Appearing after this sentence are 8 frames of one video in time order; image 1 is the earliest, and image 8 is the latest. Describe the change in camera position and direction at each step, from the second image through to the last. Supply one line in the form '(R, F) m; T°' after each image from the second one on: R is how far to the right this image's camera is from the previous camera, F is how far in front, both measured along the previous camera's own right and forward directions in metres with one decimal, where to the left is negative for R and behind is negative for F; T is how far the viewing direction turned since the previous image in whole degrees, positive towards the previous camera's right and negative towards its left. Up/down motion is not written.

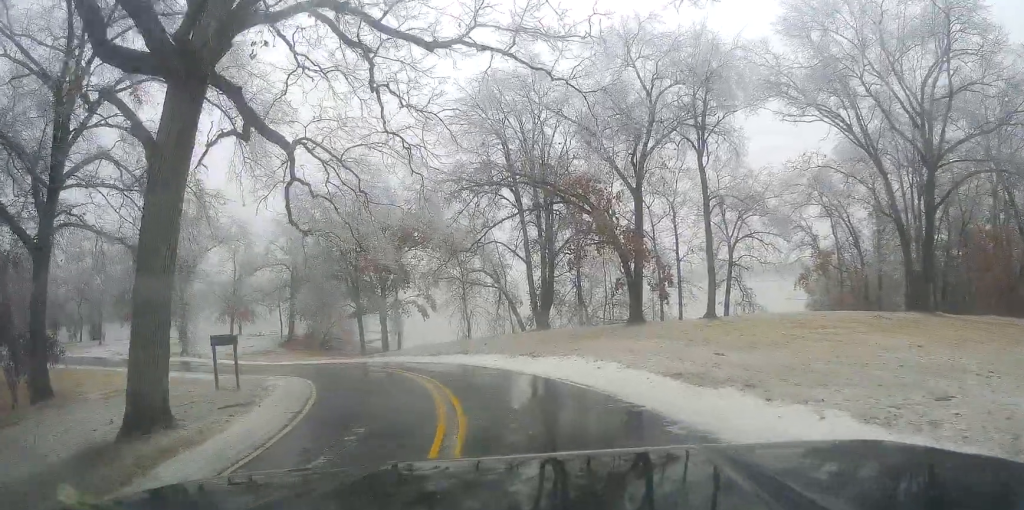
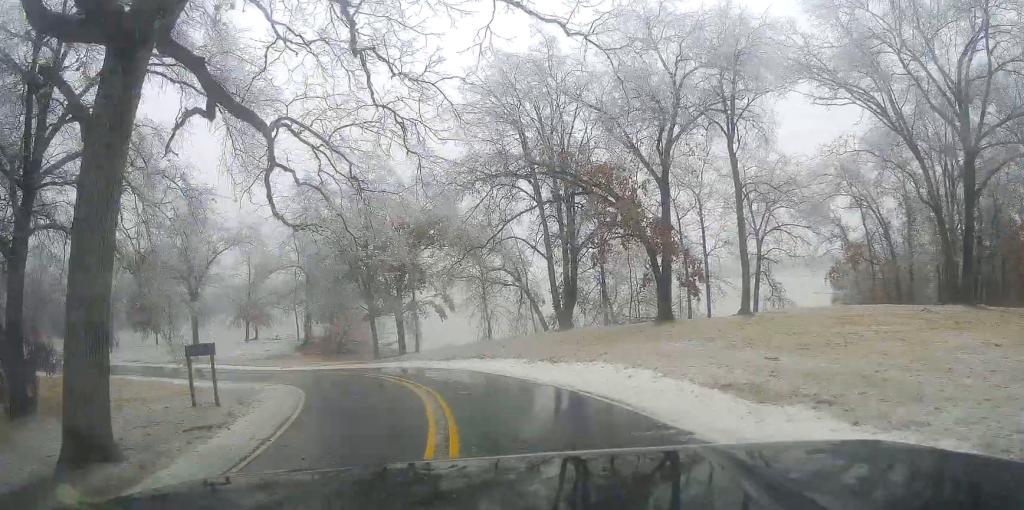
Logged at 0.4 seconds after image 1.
(0.0, +2.5) m; -1°
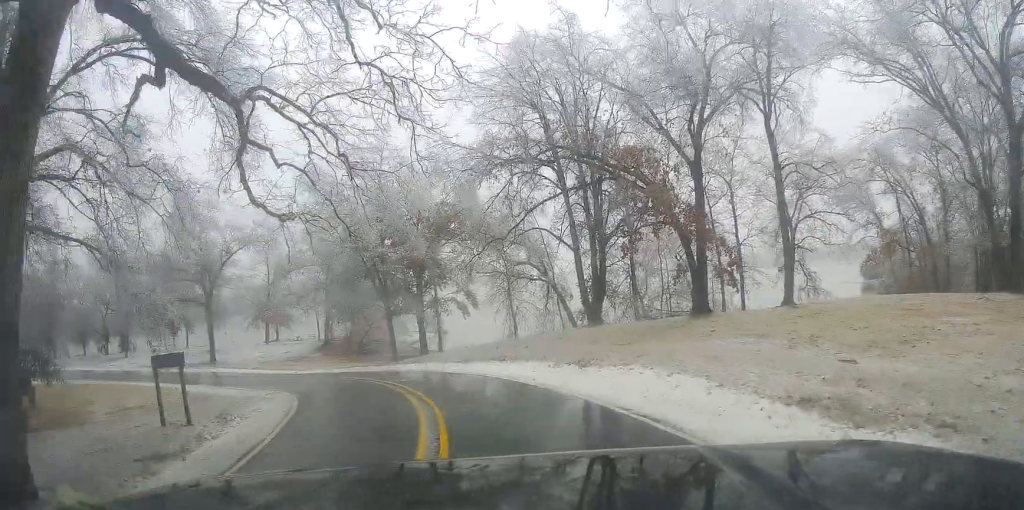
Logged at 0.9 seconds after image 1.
(-0.1, +2.6) m; -3°
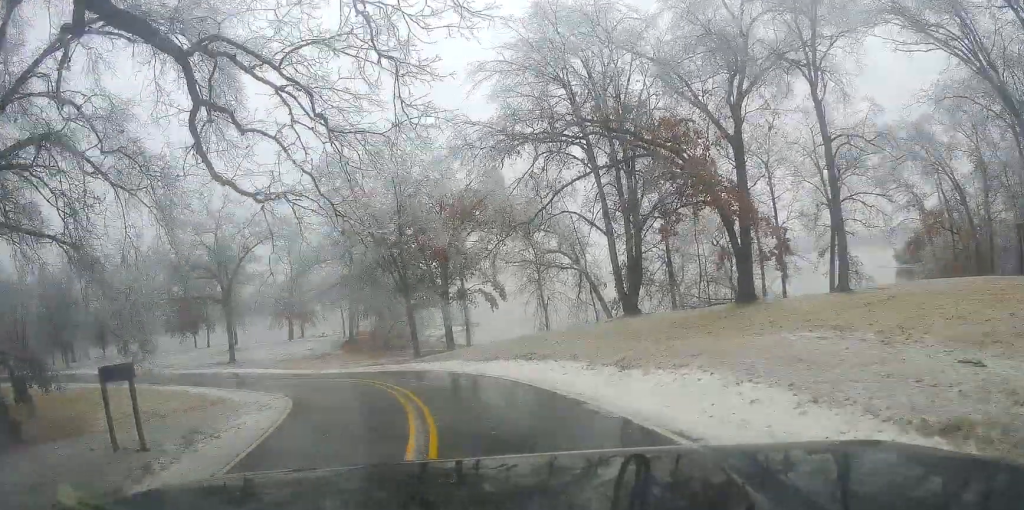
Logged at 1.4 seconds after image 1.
(0.0, +2.9) m; -4°
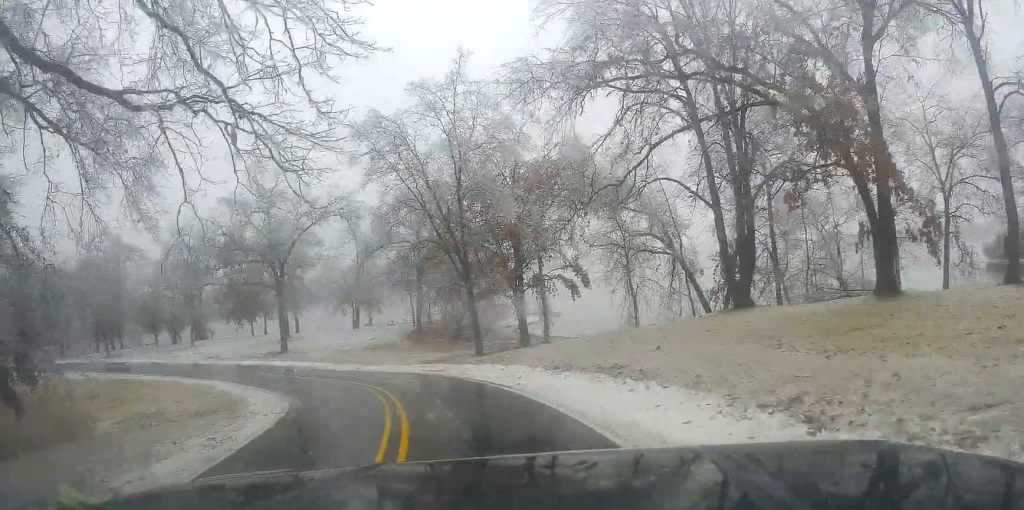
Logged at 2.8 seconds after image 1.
(-0.9, +7.2) m; -13°
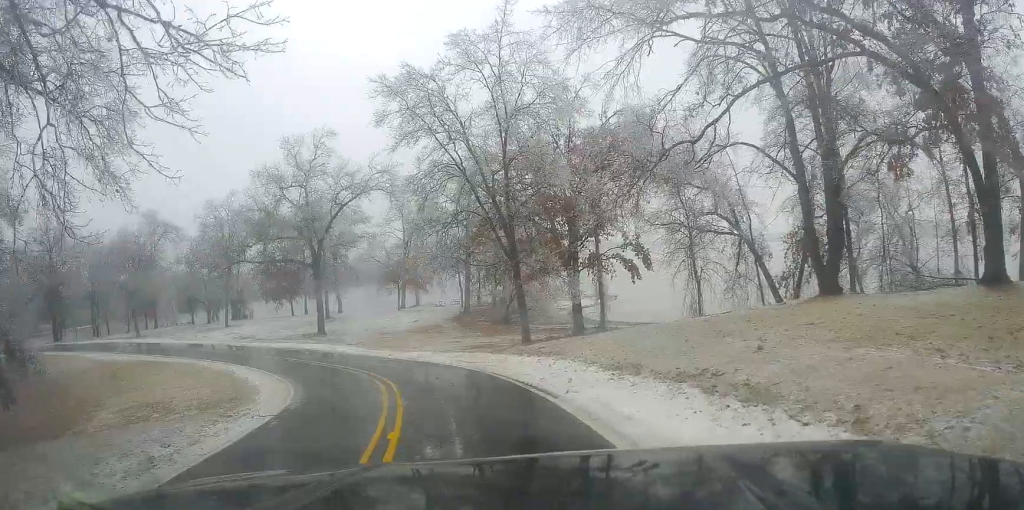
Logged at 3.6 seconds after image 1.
(-0.3, +4.4) m; -5°
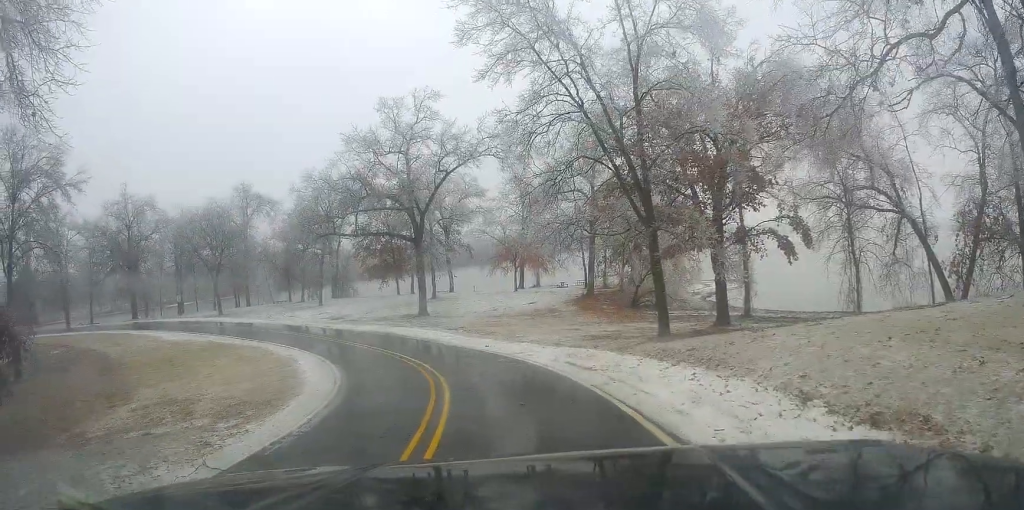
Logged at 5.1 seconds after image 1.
(-0.3, +7.0) m; -6°
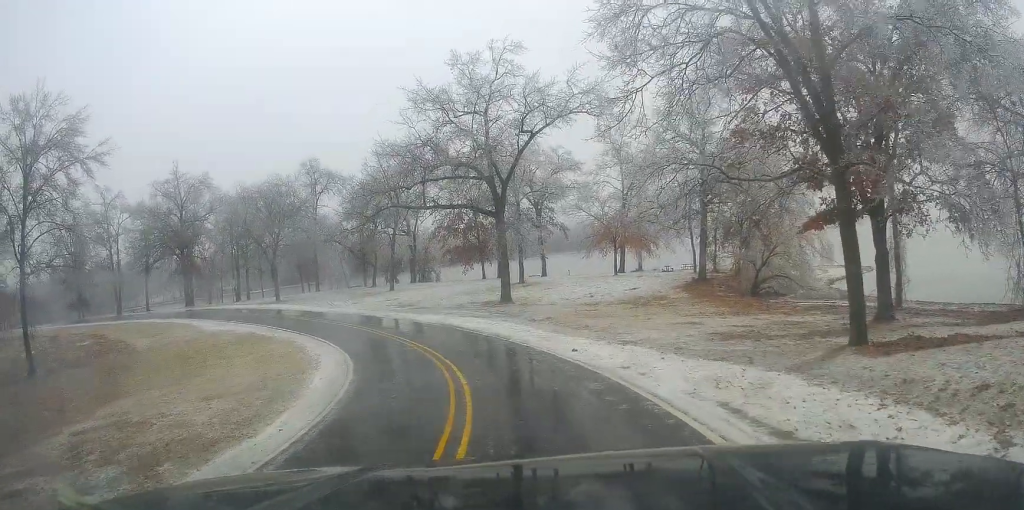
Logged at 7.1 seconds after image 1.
(-0.6, +8.1) m; -11°
